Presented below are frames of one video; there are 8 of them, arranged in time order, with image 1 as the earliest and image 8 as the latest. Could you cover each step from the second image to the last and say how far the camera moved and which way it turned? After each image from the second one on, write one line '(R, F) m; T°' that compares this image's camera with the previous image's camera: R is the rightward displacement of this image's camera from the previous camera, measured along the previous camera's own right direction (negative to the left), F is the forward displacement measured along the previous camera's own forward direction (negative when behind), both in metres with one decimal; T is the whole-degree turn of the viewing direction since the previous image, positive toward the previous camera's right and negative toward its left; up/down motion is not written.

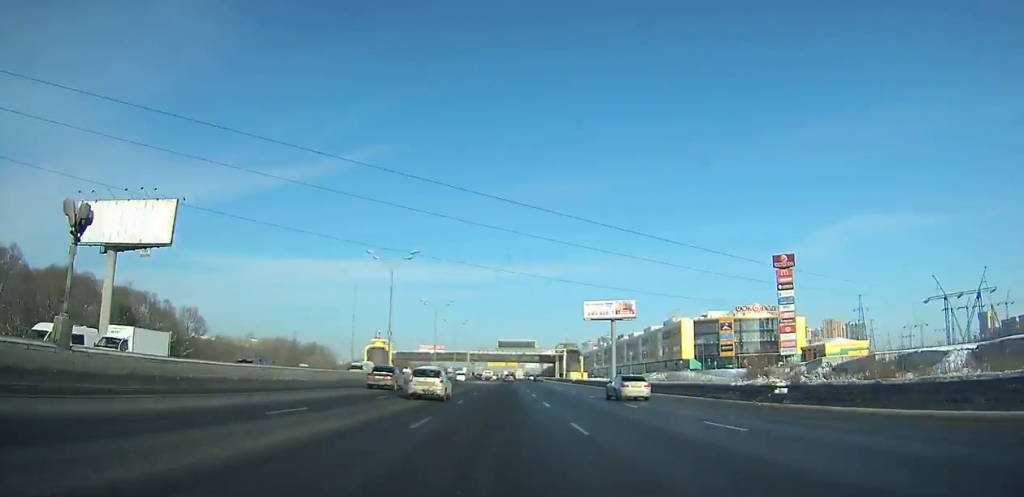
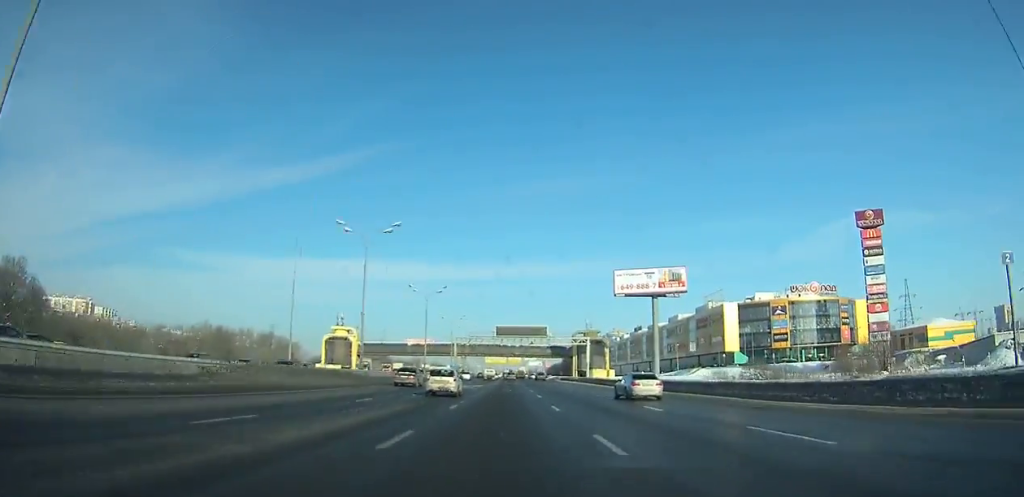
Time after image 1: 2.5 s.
(0.0, +47.0) m; 0°
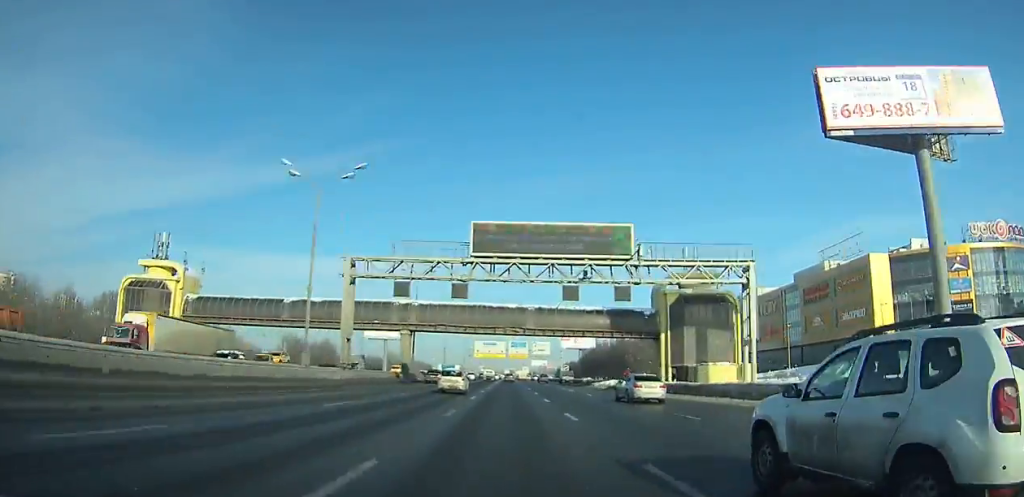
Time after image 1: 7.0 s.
(0.0, +83.6) m; 0°
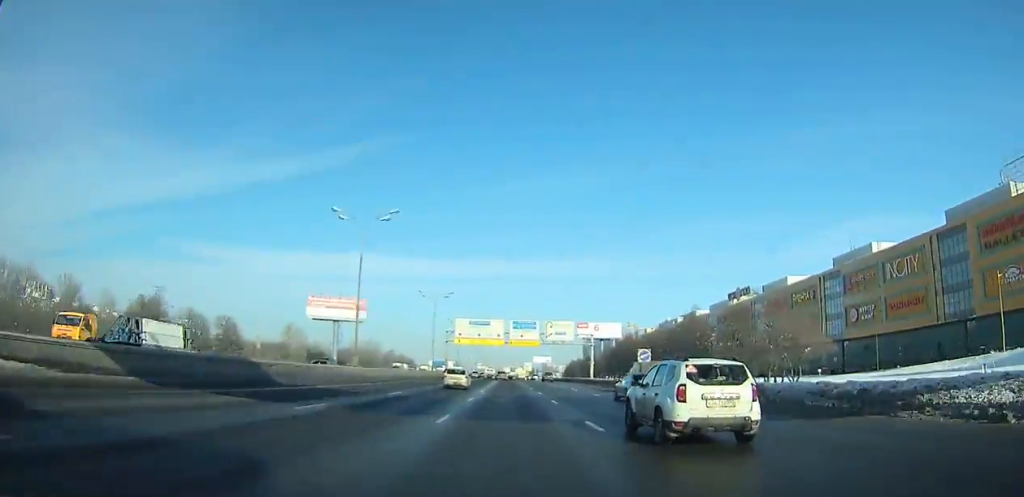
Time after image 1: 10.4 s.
(0.0, +62.2) m; 0°
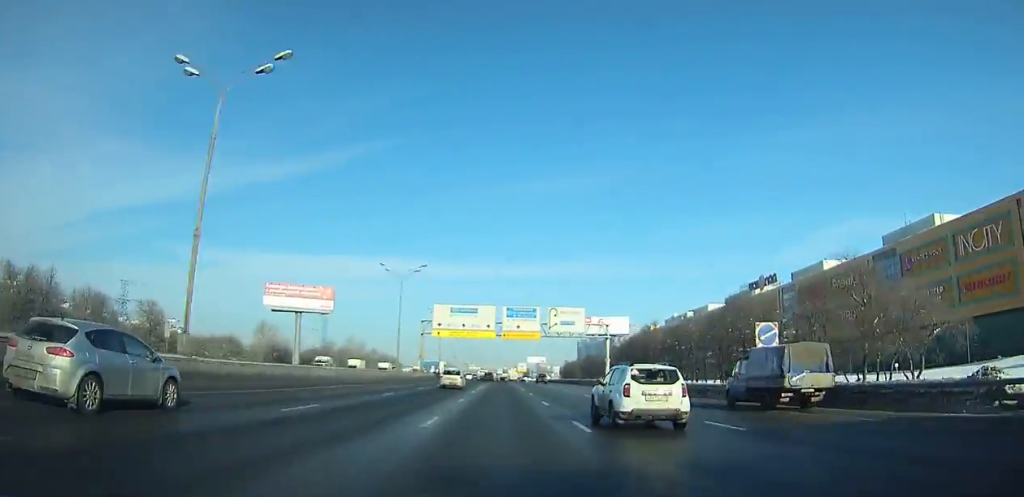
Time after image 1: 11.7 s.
(0.0, +23.4) m; 0°
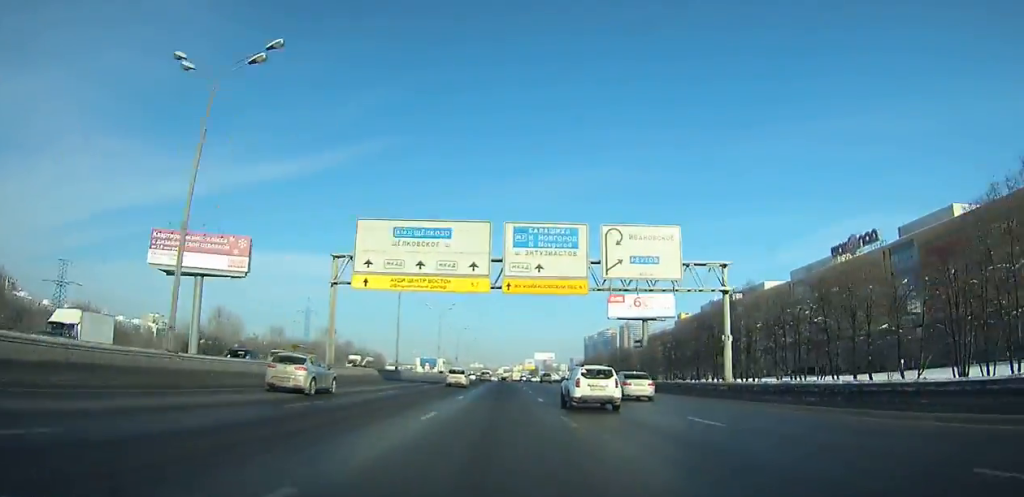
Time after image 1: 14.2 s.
(0.0, +44.8) m; 0°
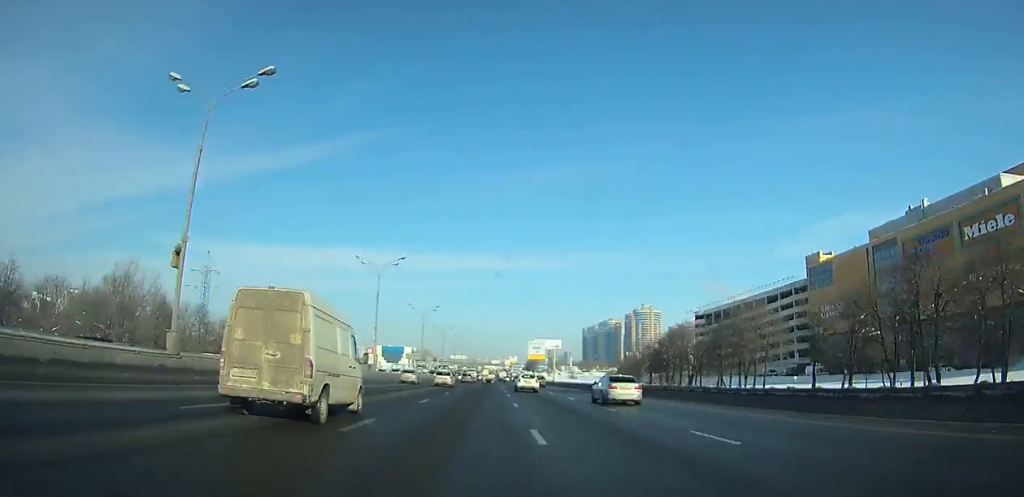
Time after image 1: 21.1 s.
(+0.1, +119.6) m; 0°
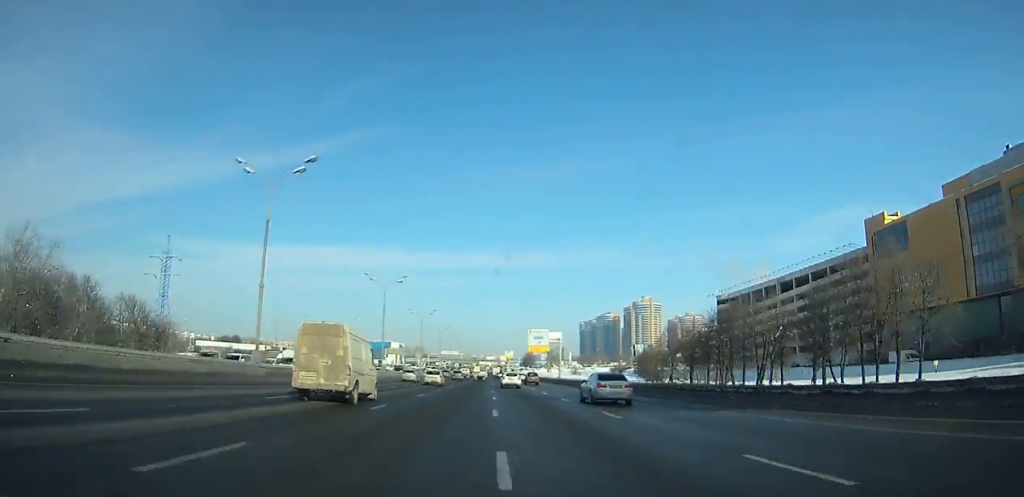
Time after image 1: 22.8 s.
(0.0, +28.6) m; 0°
